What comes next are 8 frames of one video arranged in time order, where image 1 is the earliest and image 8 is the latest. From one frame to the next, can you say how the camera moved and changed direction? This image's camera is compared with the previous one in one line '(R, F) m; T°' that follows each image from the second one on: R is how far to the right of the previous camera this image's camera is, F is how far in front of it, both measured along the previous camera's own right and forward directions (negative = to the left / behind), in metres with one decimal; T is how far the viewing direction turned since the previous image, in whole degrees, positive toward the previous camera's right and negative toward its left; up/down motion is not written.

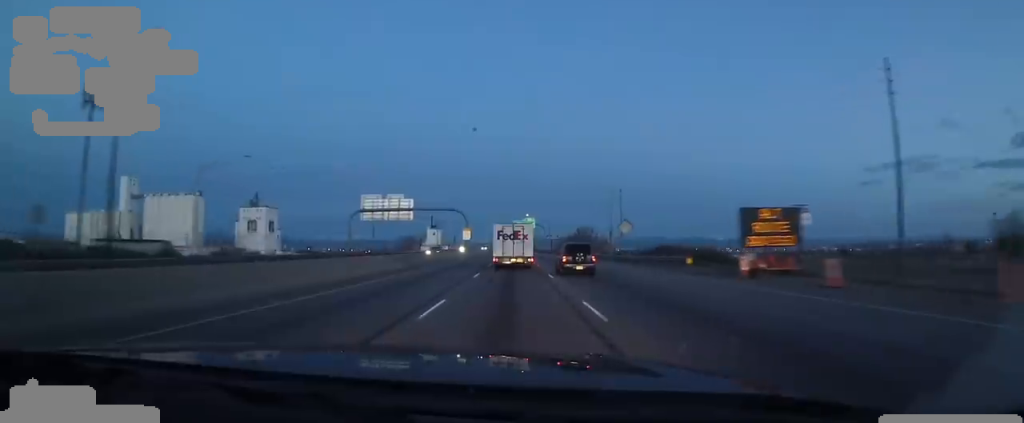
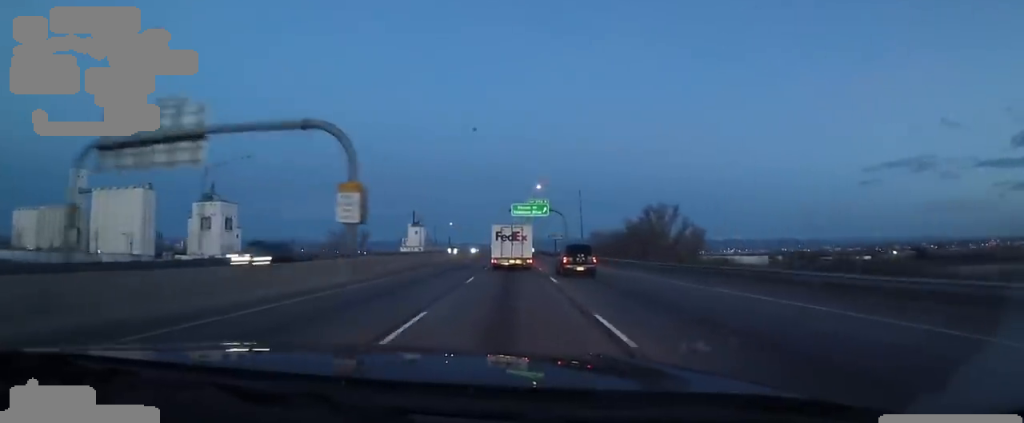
(0.0, +50.9) m; 0°
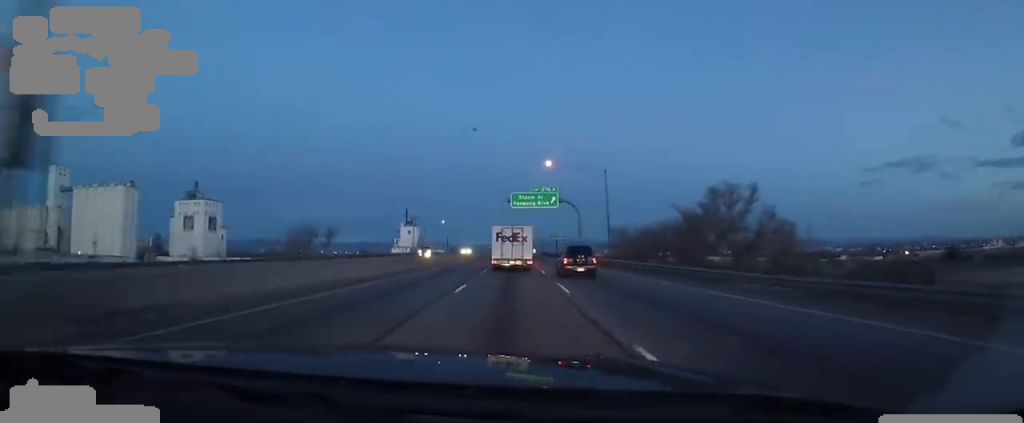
(0.0, +16.0) m; 0°
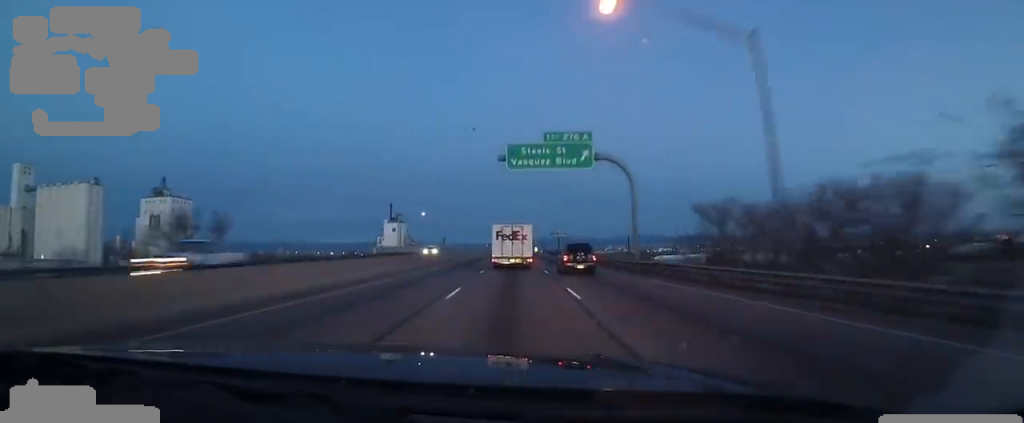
(0.0, +27.0) m; 0°
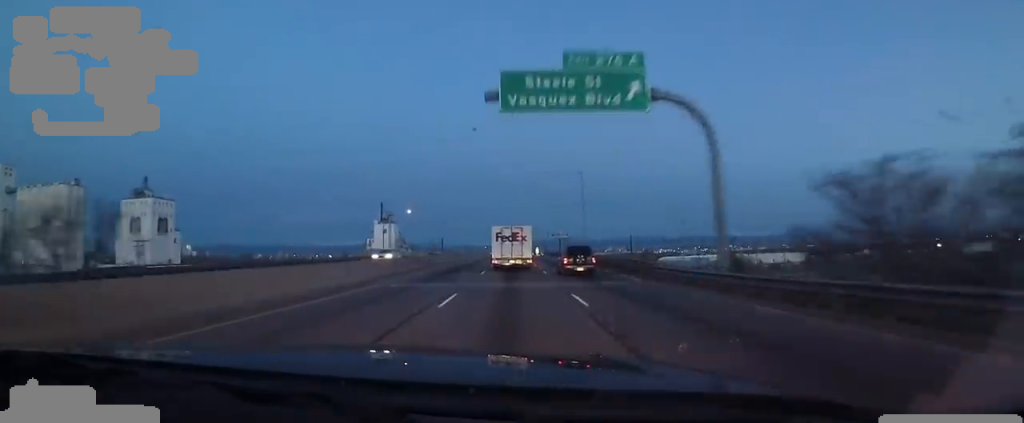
(0.0, +13.4) m; 0°
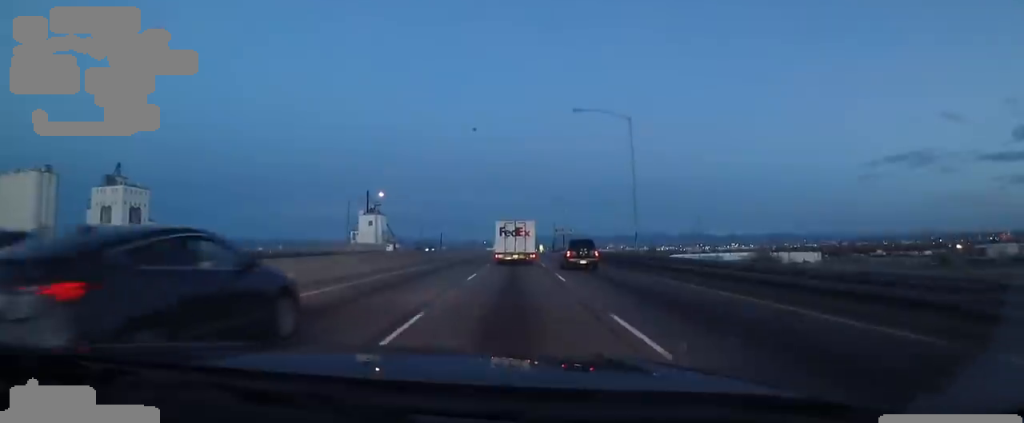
(0.0, +19.9) m; 0°
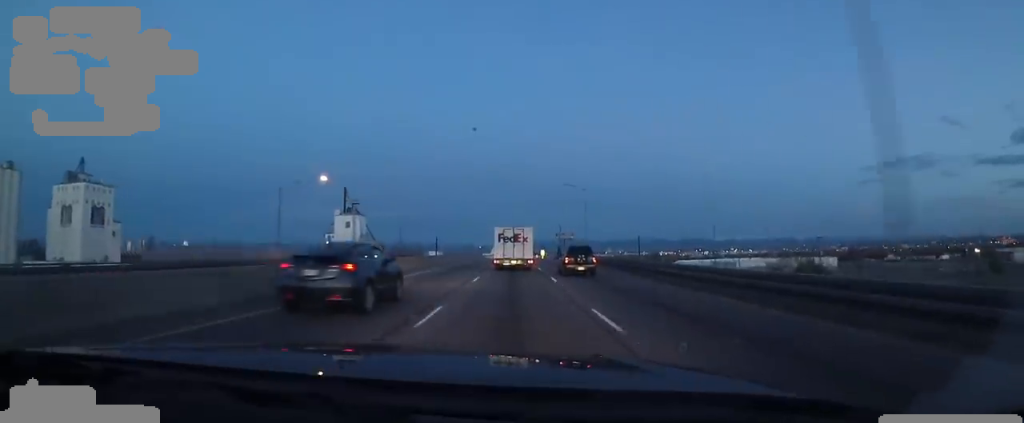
(0.0, +21.0) m; 0°
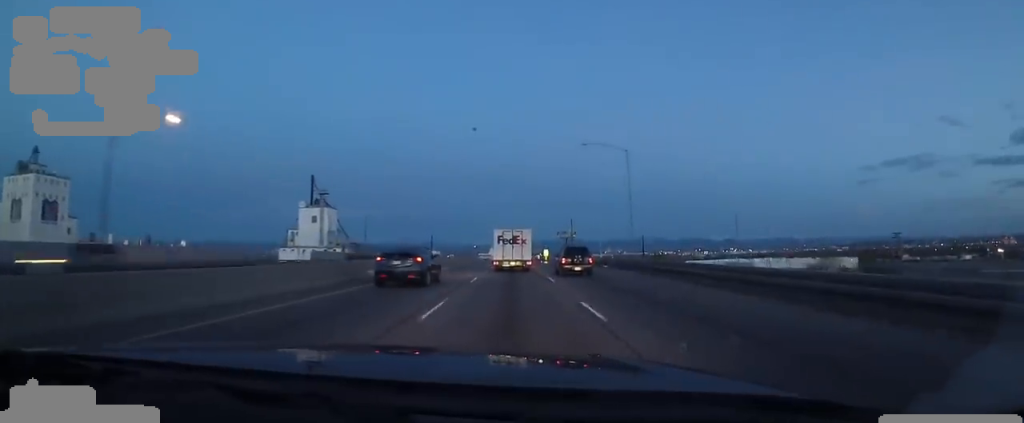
(0.0, +23.9) m; 0°
